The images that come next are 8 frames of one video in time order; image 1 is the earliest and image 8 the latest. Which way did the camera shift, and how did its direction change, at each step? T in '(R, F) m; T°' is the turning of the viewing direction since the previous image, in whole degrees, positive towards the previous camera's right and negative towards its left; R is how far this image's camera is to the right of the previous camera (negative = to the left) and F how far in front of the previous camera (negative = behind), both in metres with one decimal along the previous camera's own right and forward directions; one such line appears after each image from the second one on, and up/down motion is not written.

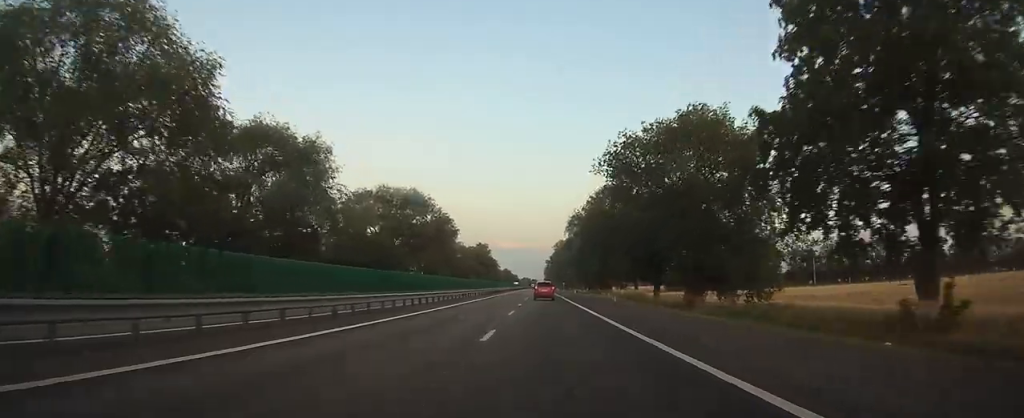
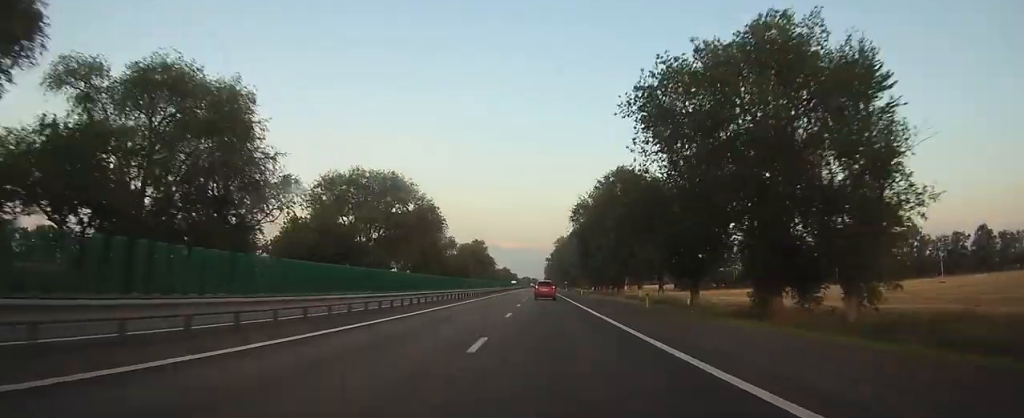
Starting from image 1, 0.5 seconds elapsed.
(0.0, +14.3) m; 0°
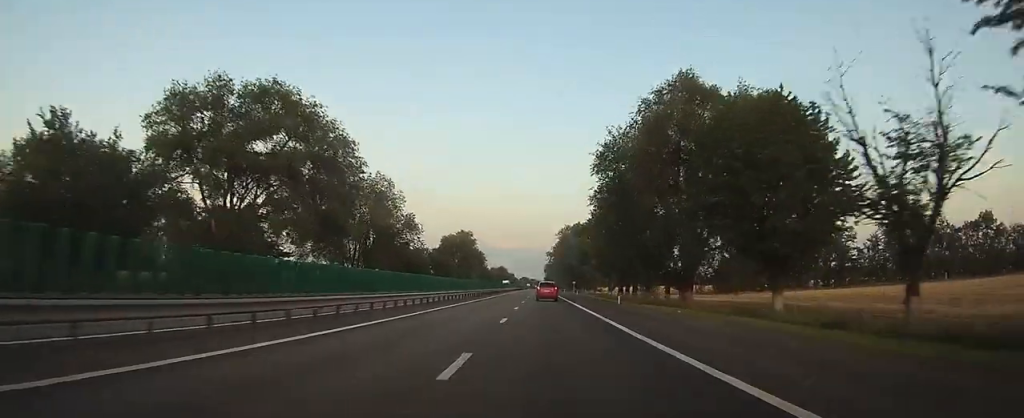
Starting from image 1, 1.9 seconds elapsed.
(+0.1, +38.9) m; 0°
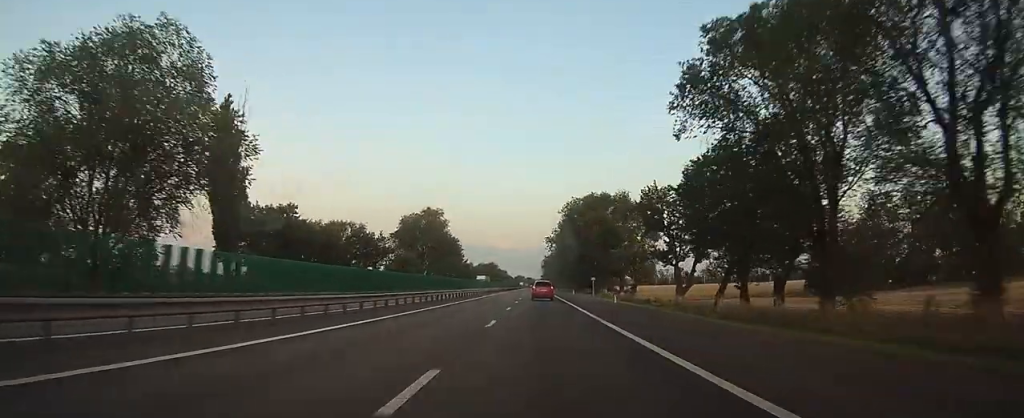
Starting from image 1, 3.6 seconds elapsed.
(-0.1, +50.2) m; 0°
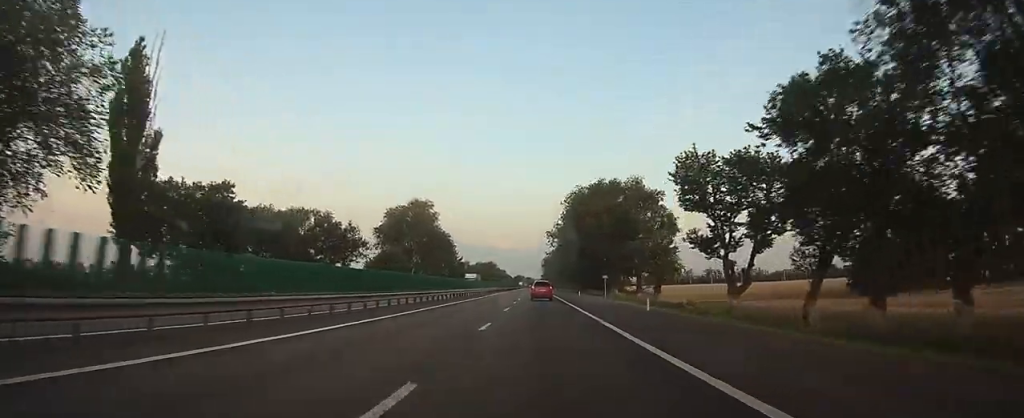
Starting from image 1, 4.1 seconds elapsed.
(0.0, +13.2) m; 0°
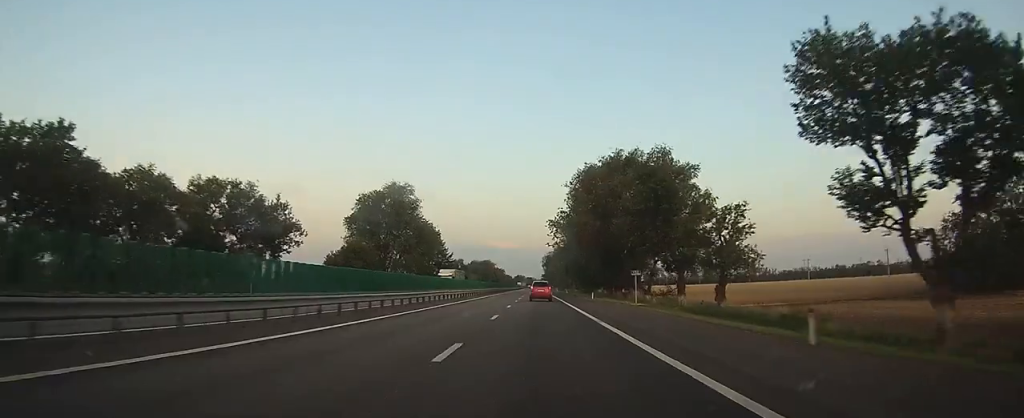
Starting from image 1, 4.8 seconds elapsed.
(+0.1, +18.9) m; 0°
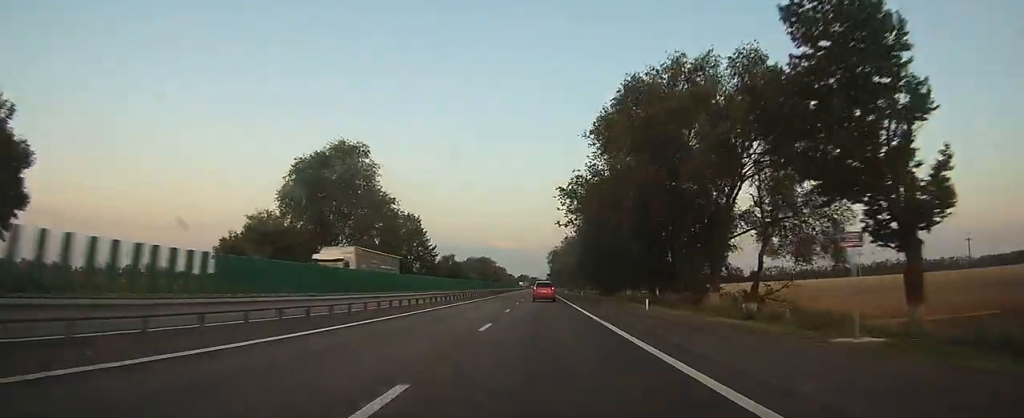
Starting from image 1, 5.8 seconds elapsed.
(0.0, +29.2) m; 0°
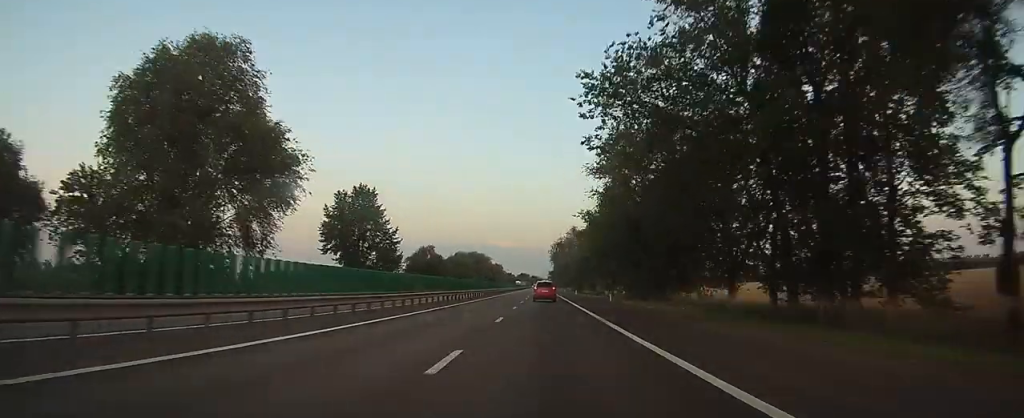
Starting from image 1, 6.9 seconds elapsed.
(-0.1, +32.0) m; -1°
